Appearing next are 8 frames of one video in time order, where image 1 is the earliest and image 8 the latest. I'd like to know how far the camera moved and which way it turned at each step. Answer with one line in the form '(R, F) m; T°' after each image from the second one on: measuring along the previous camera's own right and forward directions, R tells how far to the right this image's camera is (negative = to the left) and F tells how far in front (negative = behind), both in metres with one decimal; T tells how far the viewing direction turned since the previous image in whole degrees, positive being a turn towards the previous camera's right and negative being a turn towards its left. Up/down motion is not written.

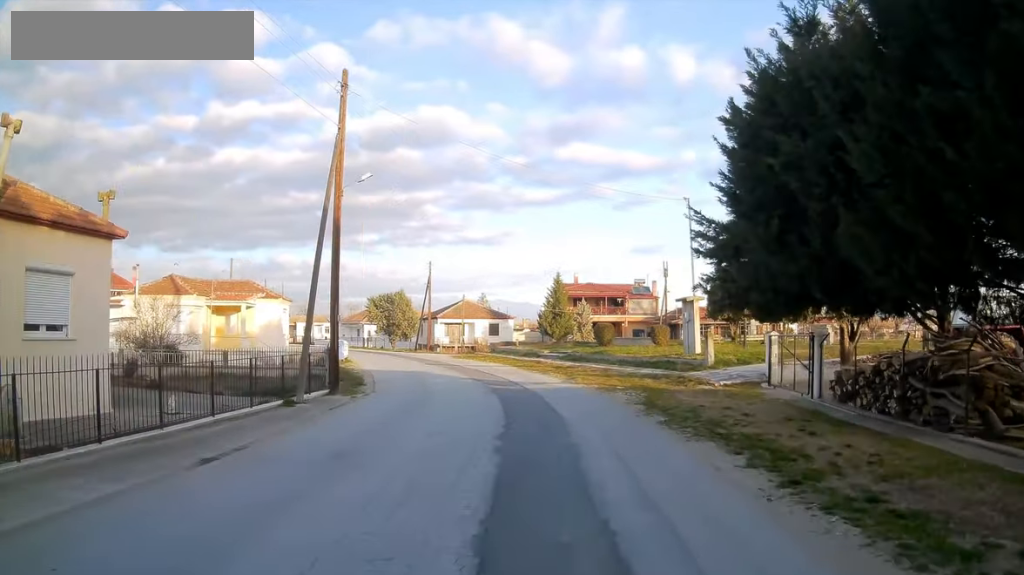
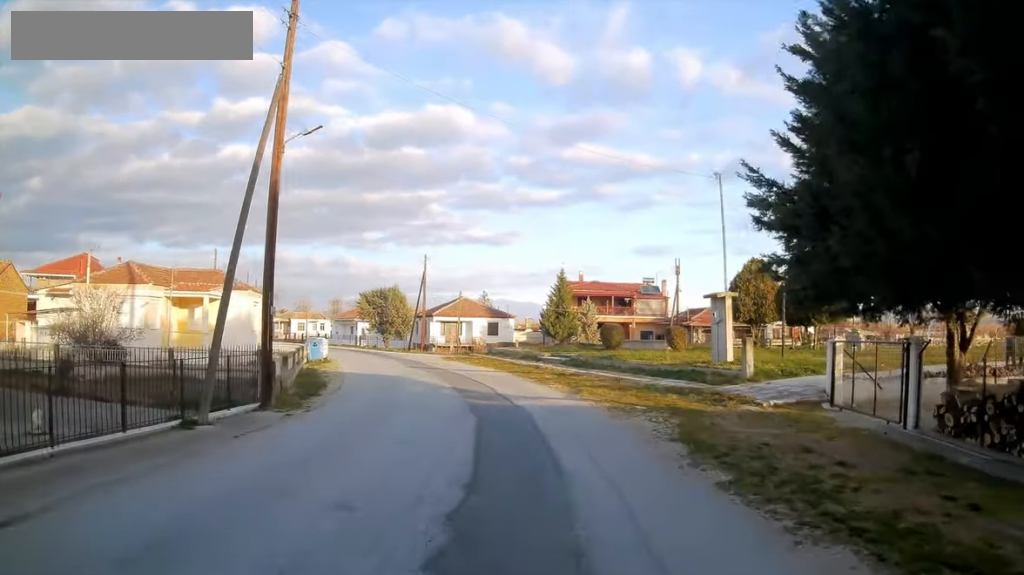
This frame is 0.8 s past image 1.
(0.0, +3.4) m; -2°
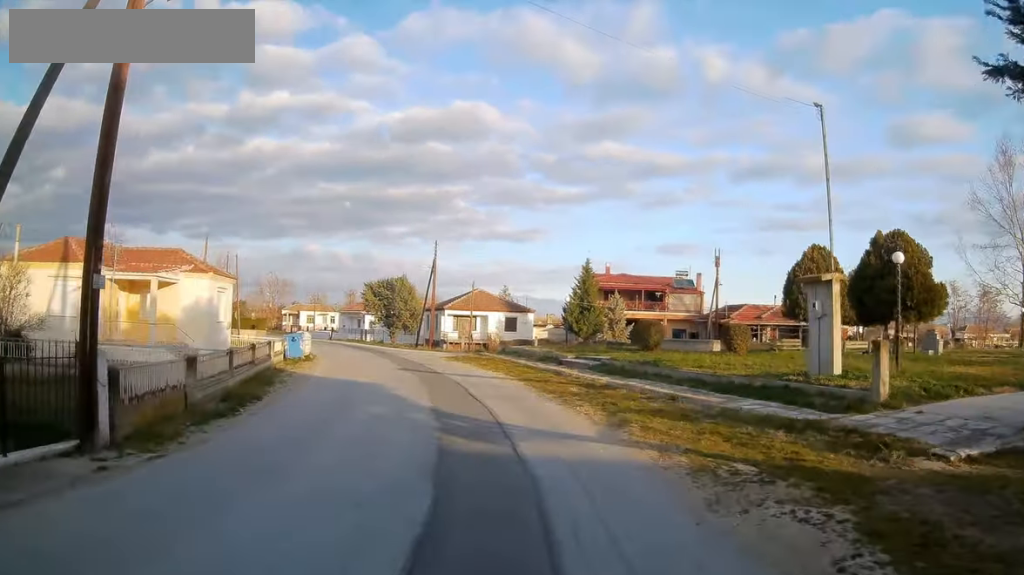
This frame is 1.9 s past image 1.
(-0.1, +5.2) m; -3°
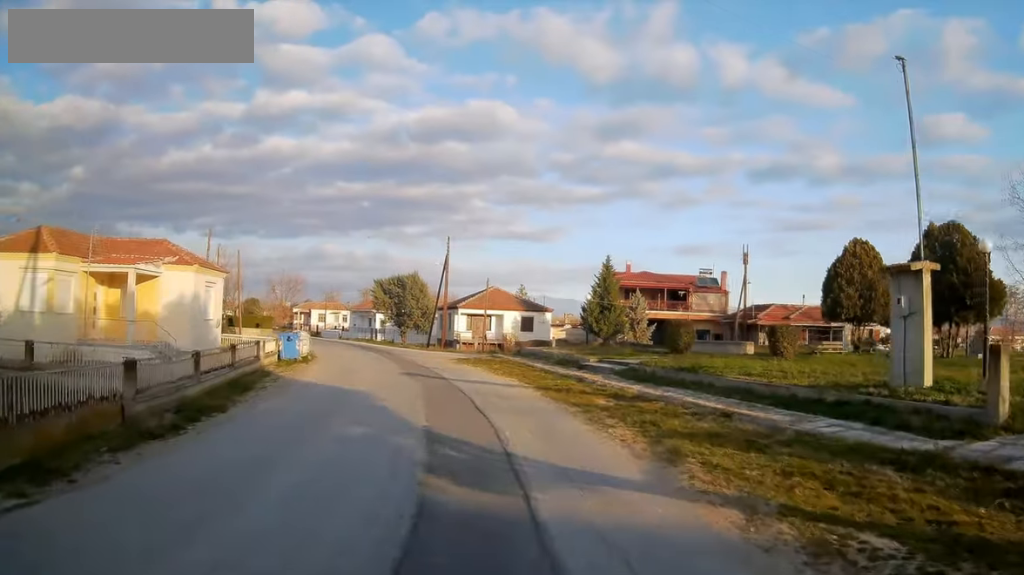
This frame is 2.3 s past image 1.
(0.0, +2.5) m; -1°
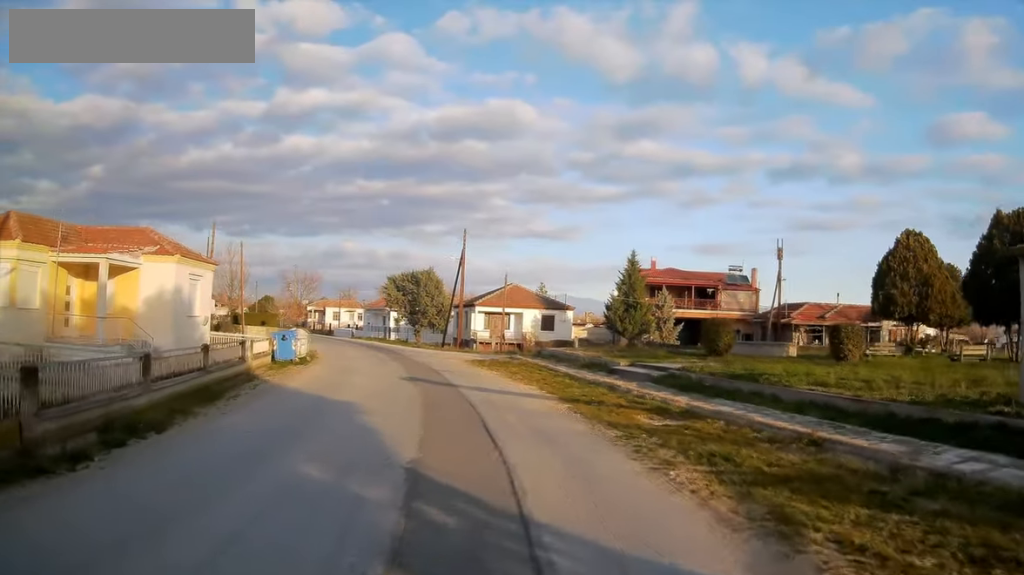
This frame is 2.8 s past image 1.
(0.0, +2.9) m; -1°
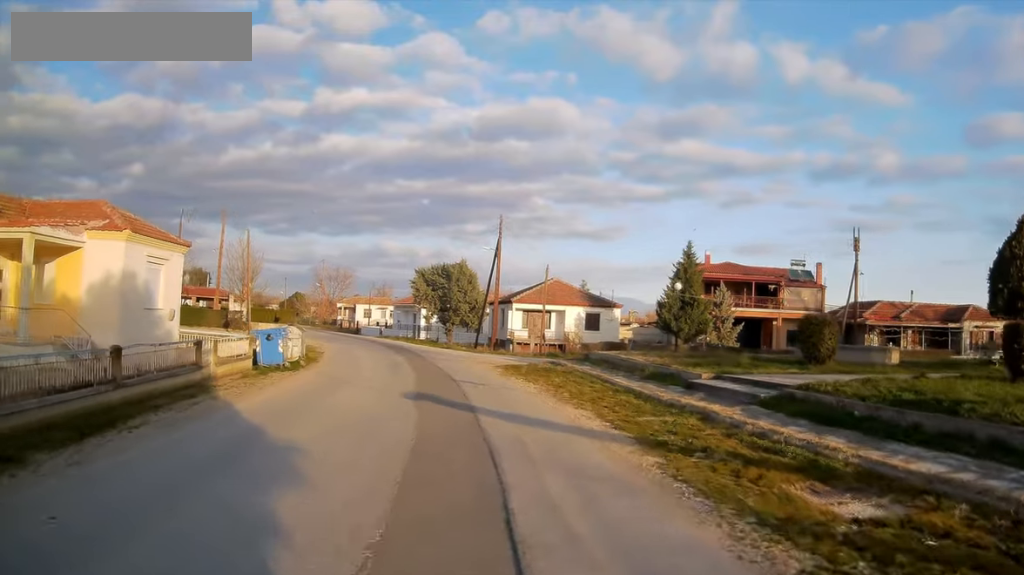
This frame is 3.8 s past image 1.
(-0.1, +5.7) m; -2°
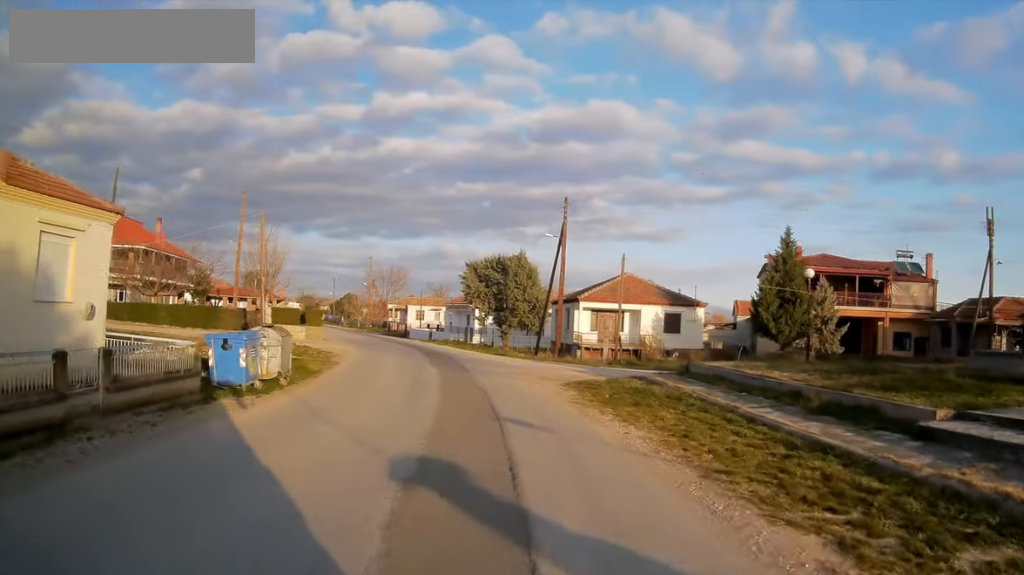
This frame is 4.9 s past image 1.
(-0.2, +7.1) m; -3°
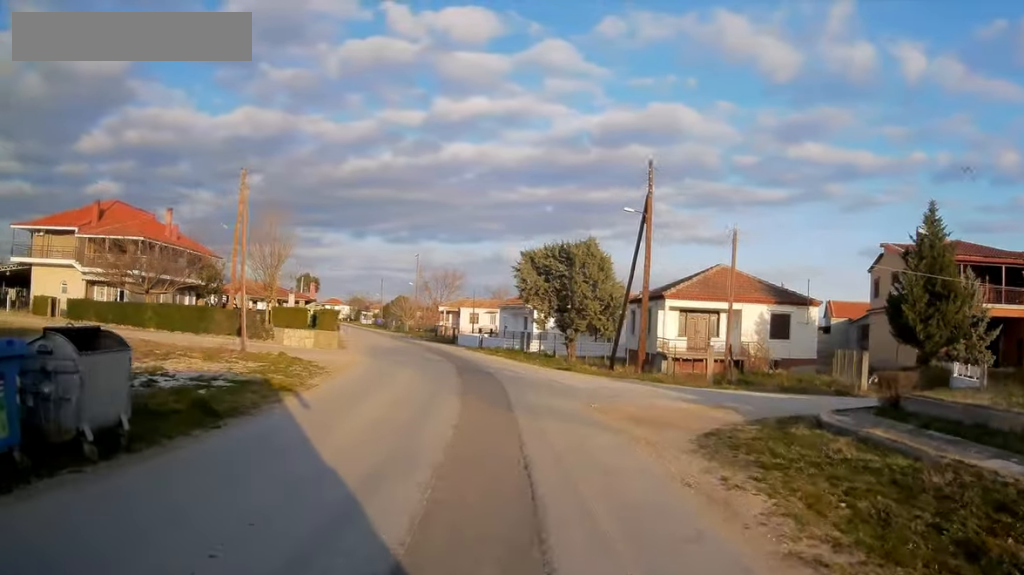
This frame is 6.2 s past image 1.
(-0.3, +8.7) m; -6°
